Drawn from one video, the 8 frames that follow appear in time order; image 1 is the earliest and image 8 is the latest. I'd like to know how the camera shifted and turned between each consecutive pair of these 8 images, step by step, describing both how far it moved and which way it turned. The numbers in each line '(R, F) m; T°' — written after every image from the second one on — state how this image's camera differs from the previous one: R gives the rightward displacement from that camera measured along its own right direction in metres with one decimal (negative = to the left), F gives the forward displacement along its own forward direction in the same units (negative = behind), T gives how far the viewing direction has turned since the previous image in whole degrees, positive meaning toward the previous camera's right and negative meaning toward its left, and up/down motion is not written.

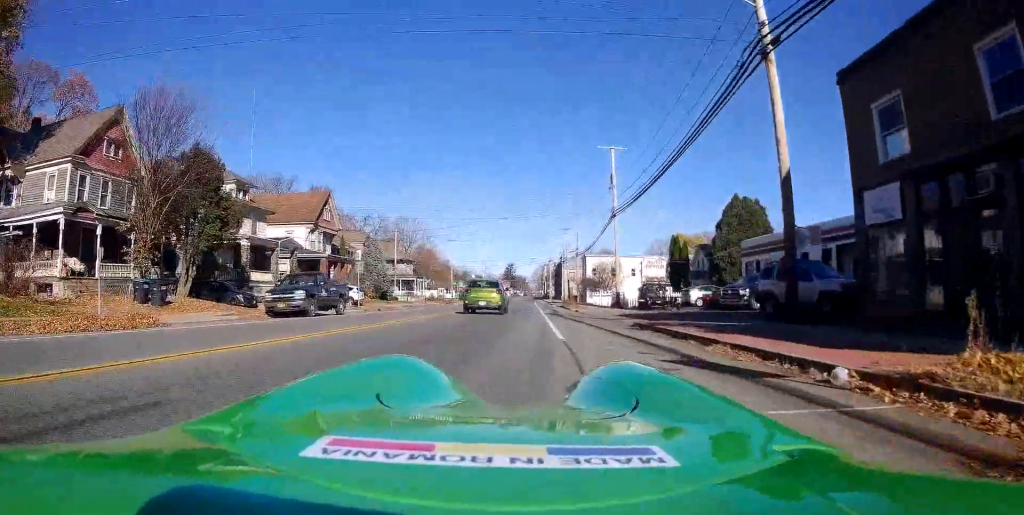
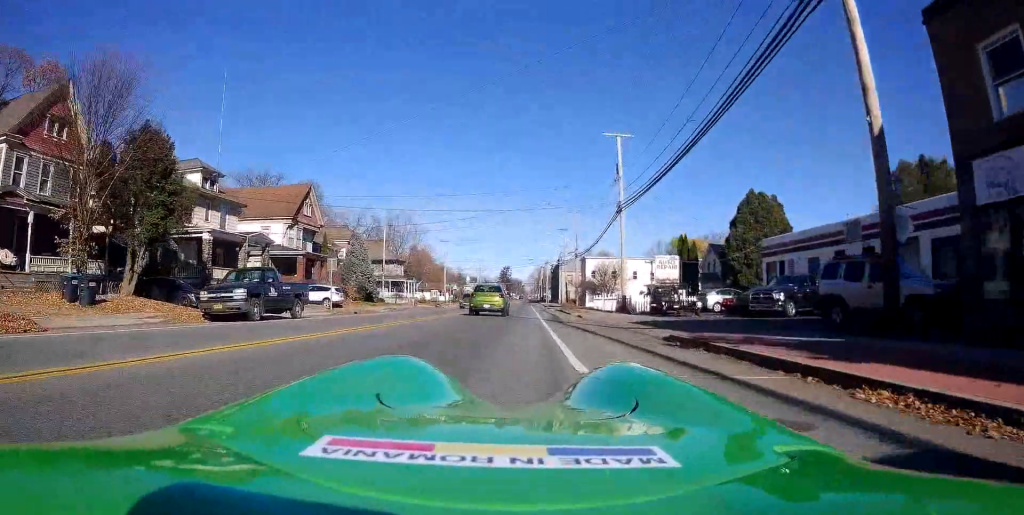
(+0.2, +4.7) m; +2°
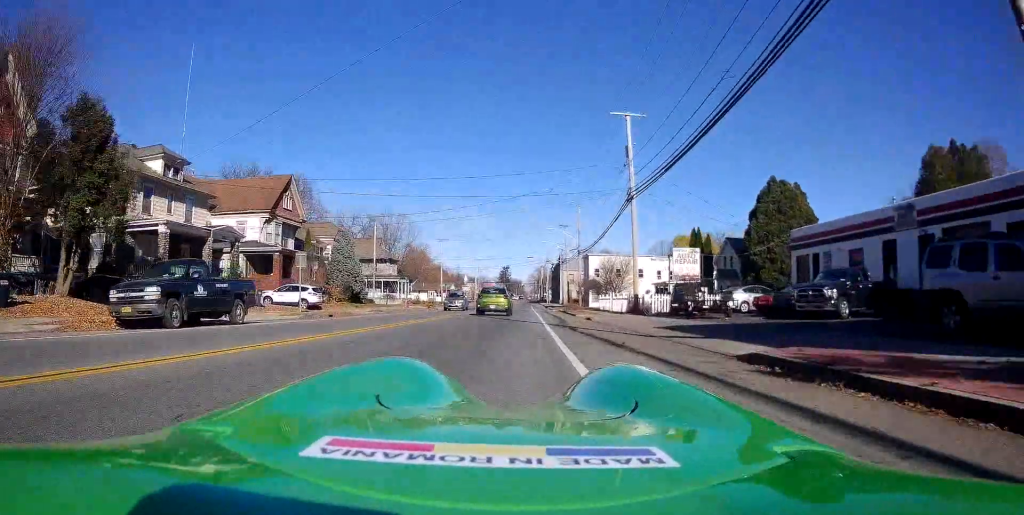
(0.0, +4.8) m; -1°
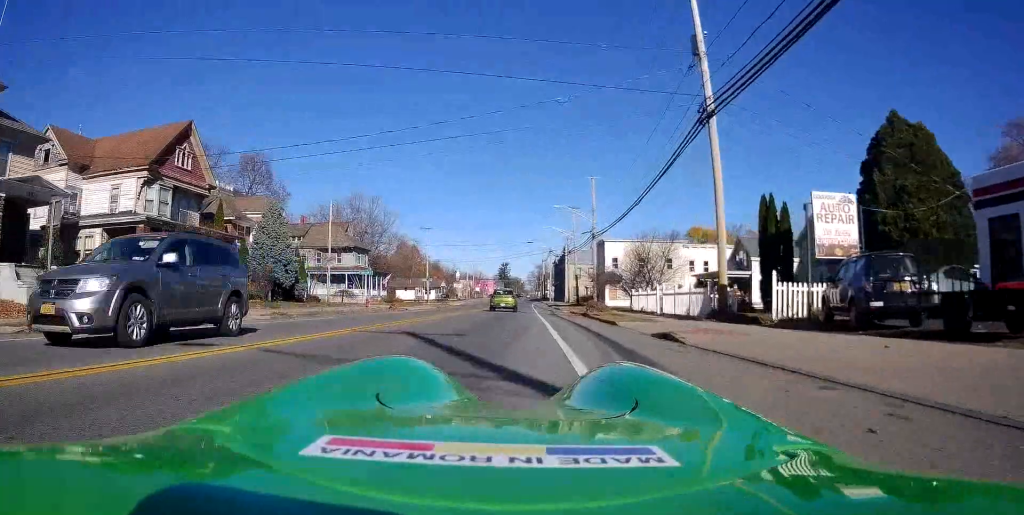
(-0.6, +17.6) m; -4°
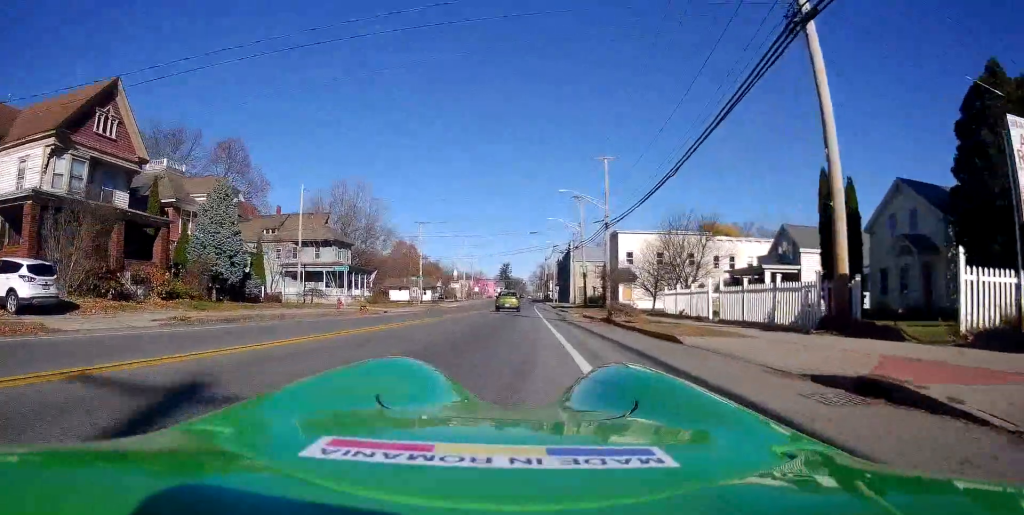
(-0.2, +8.3) m; 0°
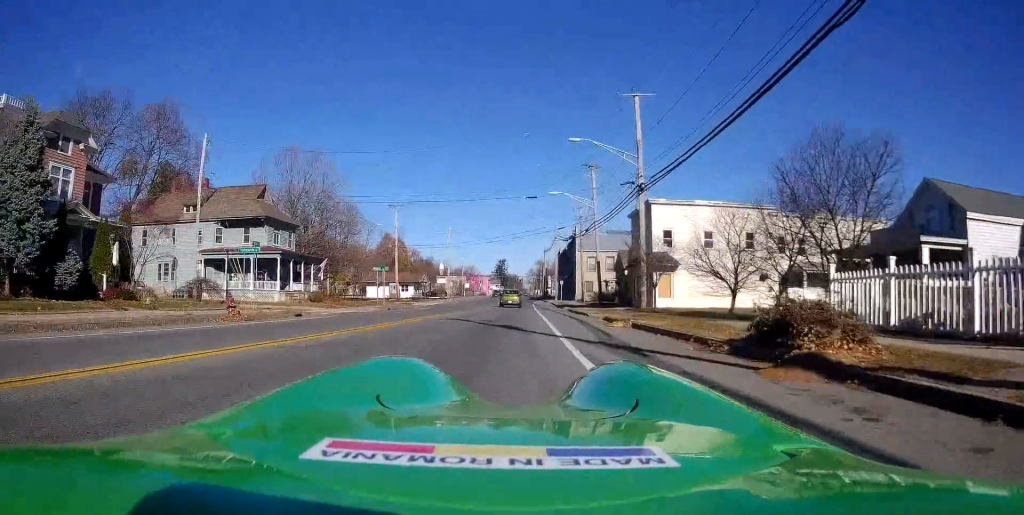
(+0.8, +16.7) m; +2°
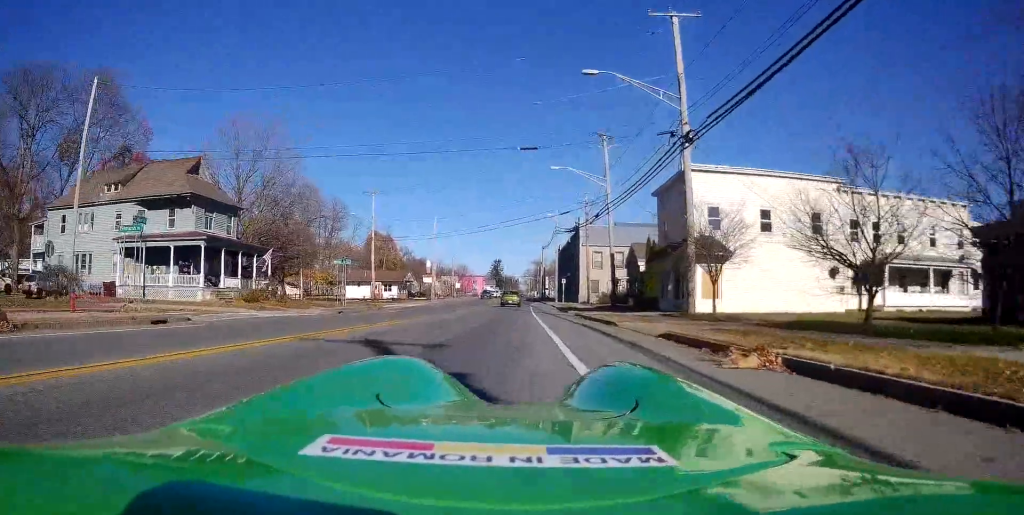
(-0.2, +11.2) m; -2°
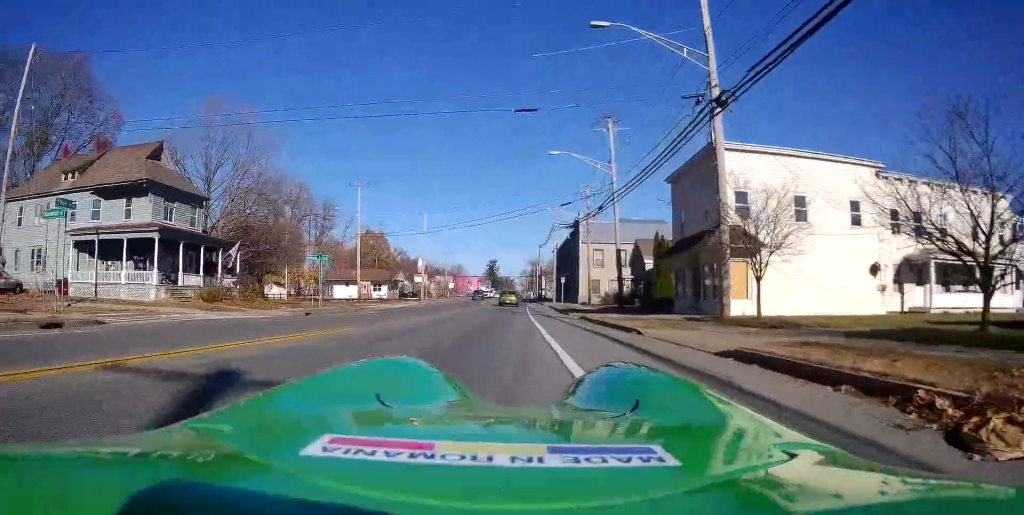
(-0.1, +4.5) m; -1°
